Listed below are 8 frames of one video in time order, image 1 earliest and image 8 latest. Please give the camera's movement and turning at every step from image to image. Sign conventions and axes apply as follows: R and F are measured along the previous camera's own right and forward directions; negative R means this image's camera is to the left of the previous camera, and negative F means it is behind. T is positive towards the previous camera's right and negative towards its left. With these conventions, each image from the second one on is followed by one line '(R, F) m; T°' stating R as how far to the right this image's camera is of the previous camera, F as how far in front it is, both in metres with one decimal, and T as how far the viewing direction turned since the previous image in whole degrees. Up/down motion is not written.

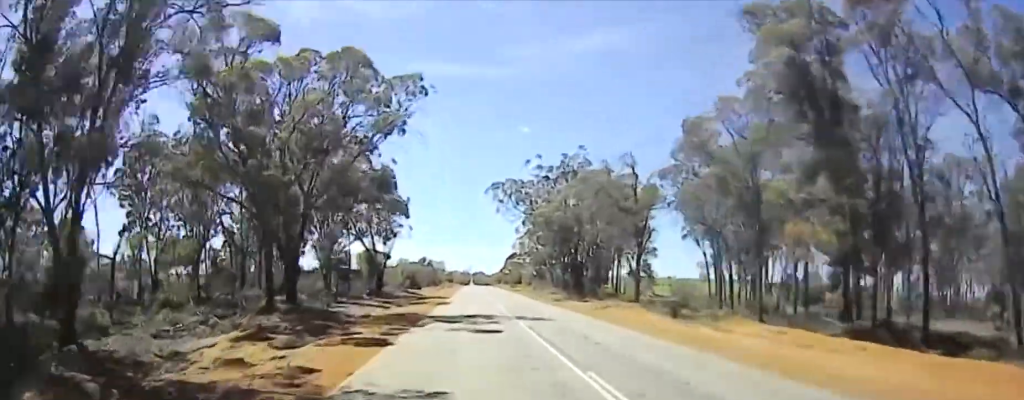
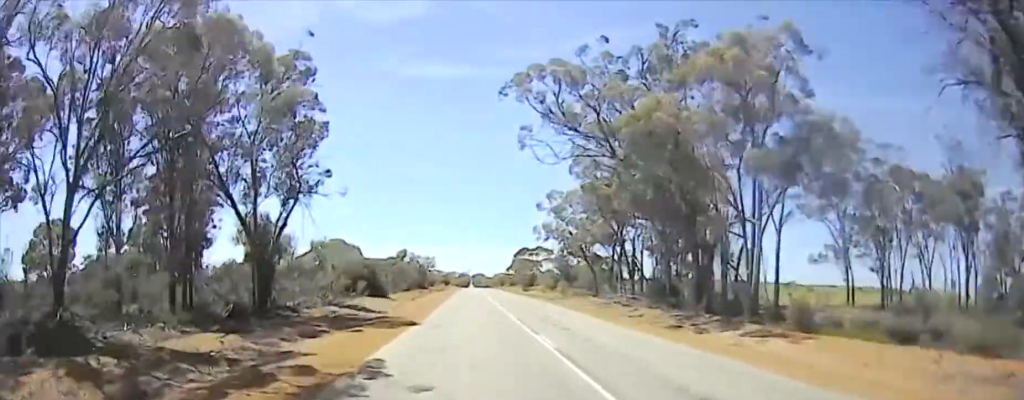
(-0.1, +21.7) m; -1°
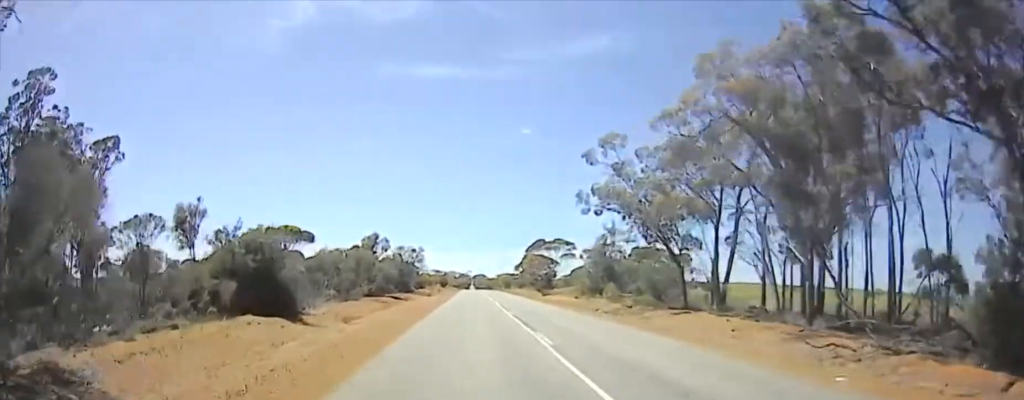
(-0.2, +18.2) m; -1°
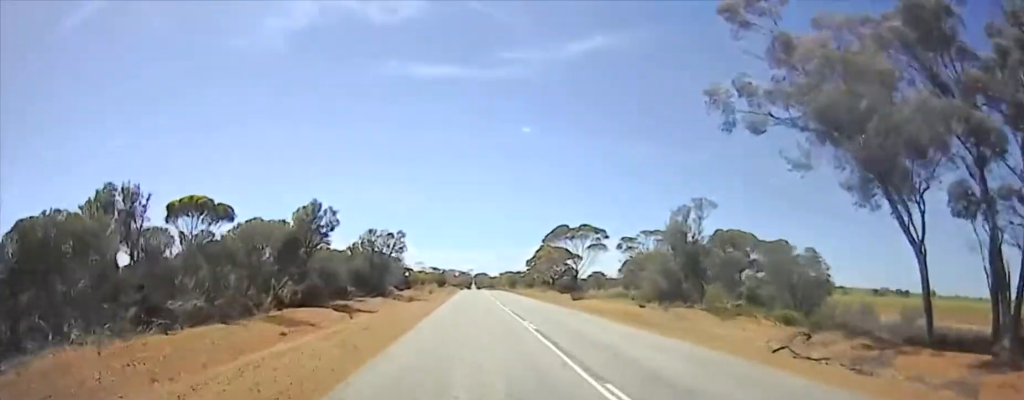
(-0.2, +16.6) m; 0°
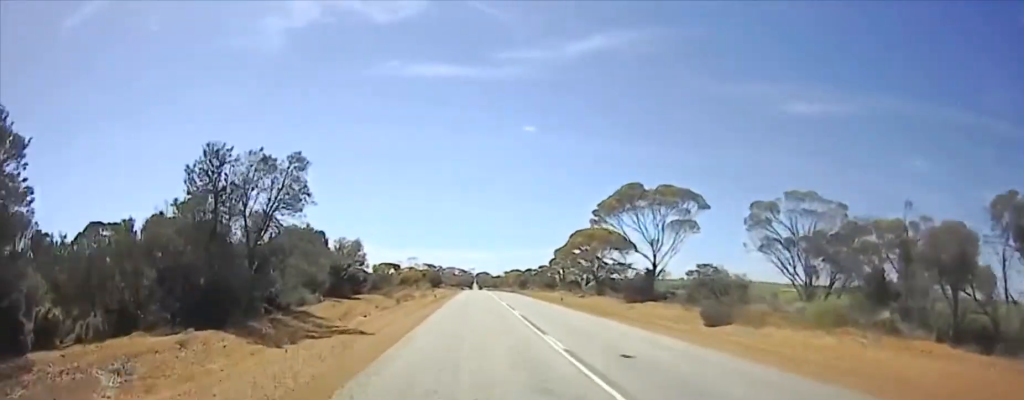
(+0.2, +25.8) m; +2°
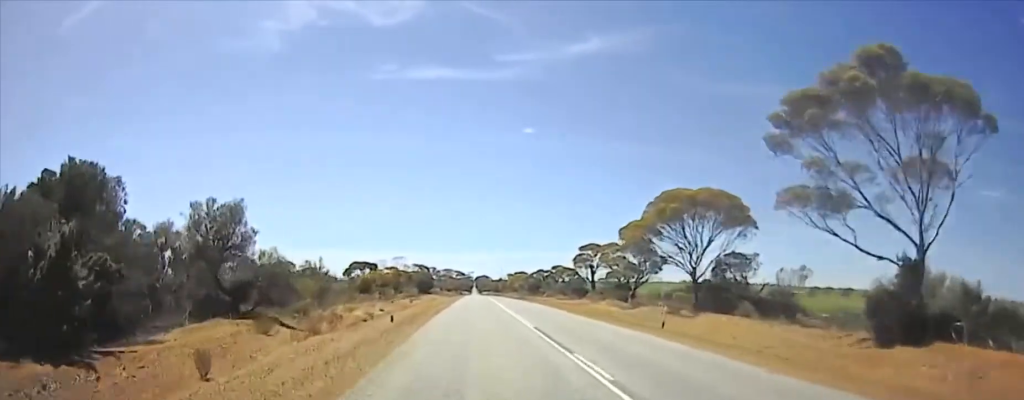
(+0.5, +24.3) m; +1°
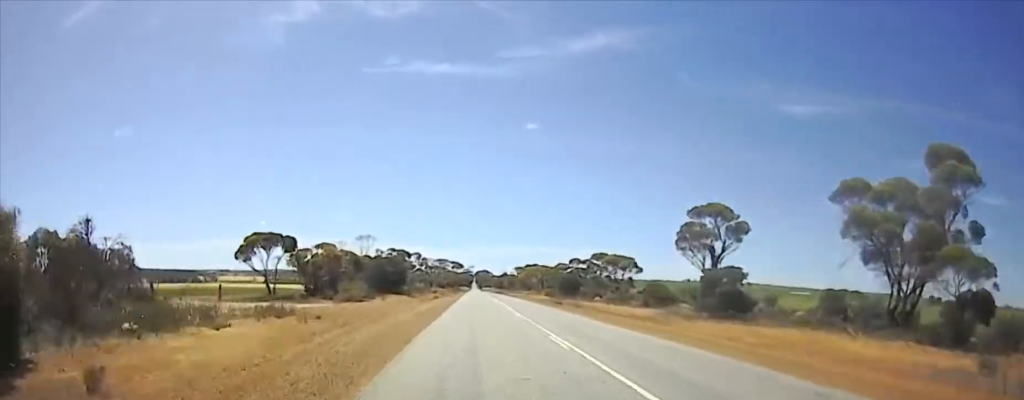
(0.0, +38.9) m; 0°
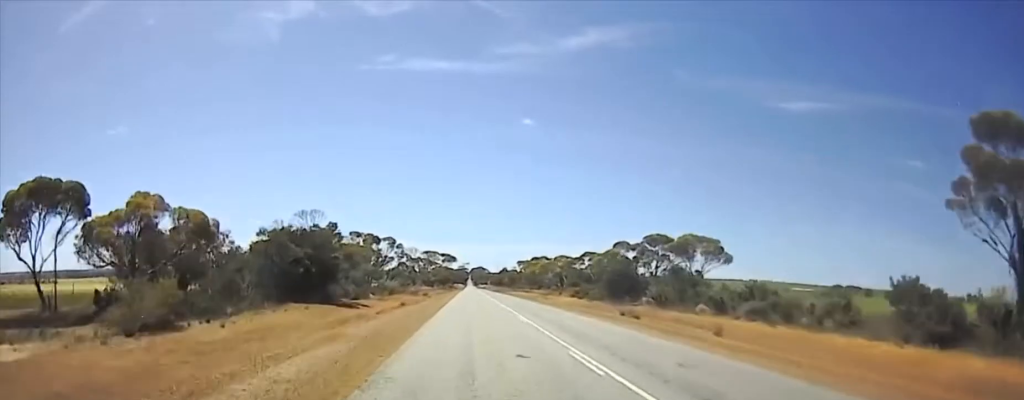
(0.0, +27.9) m; 0°
